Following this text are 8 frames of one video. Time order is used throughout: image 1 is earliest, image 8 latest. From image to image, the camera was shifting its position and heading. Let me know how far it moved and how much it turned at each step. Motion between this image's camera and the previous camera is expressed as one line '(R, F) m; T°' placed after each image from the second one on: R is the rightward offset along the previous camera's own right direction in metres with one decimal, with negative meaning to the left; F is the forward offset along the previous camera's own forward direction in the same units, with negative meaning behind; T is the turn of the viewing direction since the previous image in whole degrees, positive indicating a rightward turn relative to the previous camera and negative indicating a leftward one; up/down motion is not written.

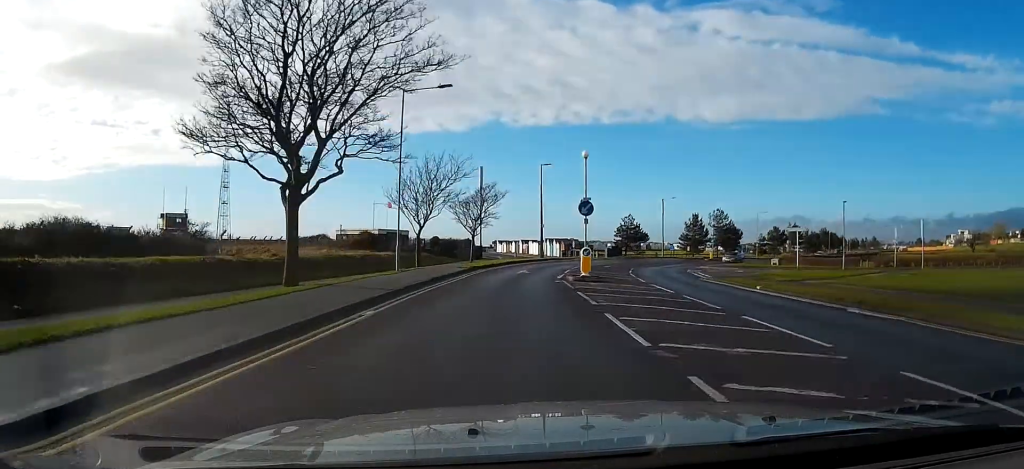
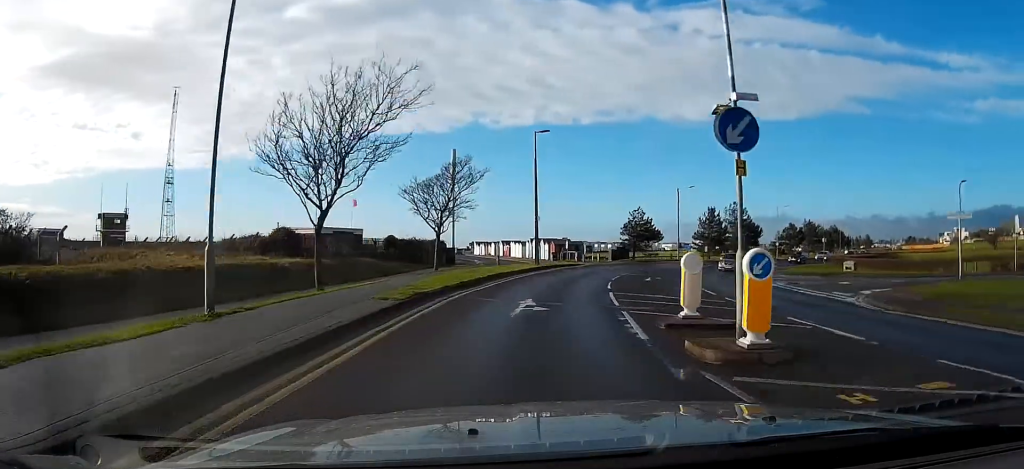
(0.0, +17.0) m; +1°
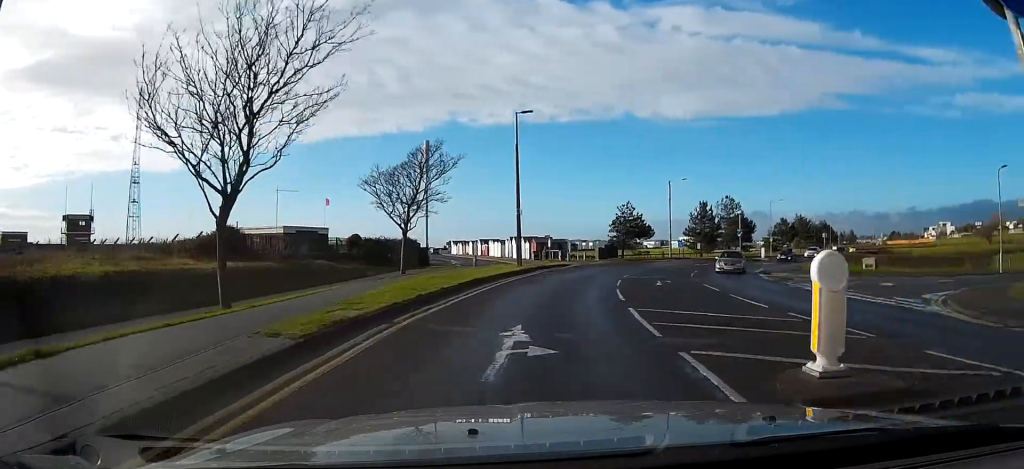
(0.0, +5.3) m; +1°
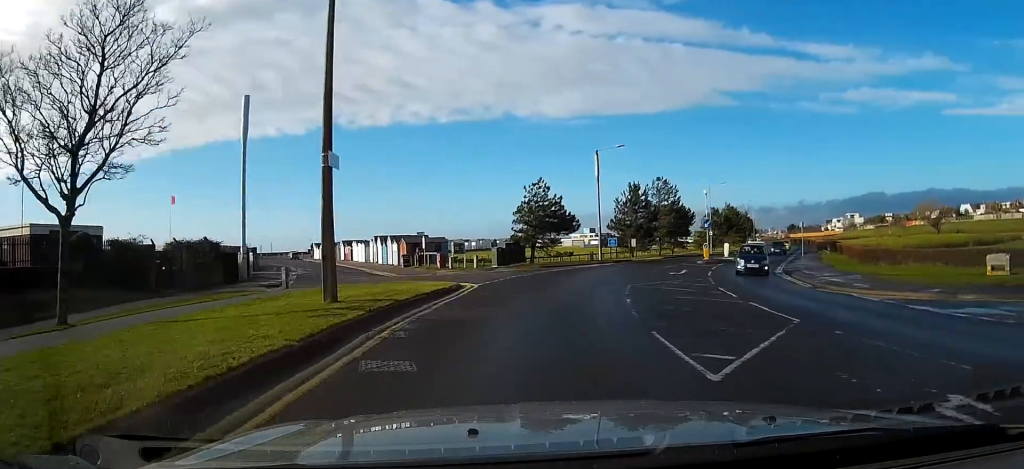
(+1.3, +20.5) m; +11°
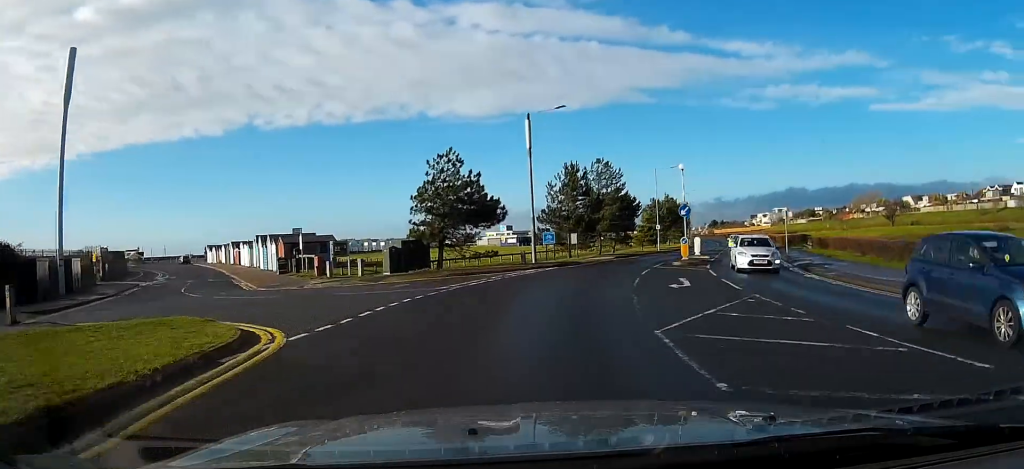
(+1.3, +12.1) m; +10°
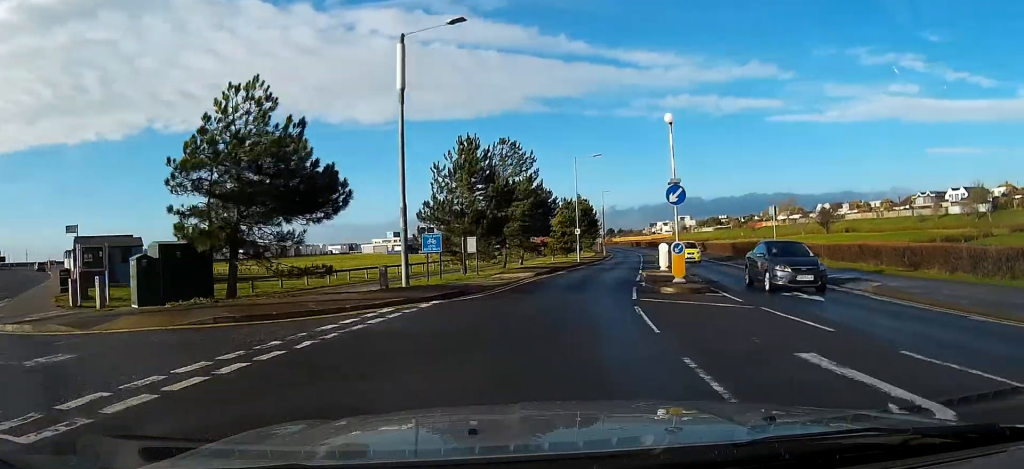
(+1.1, +14.1) m; +8°
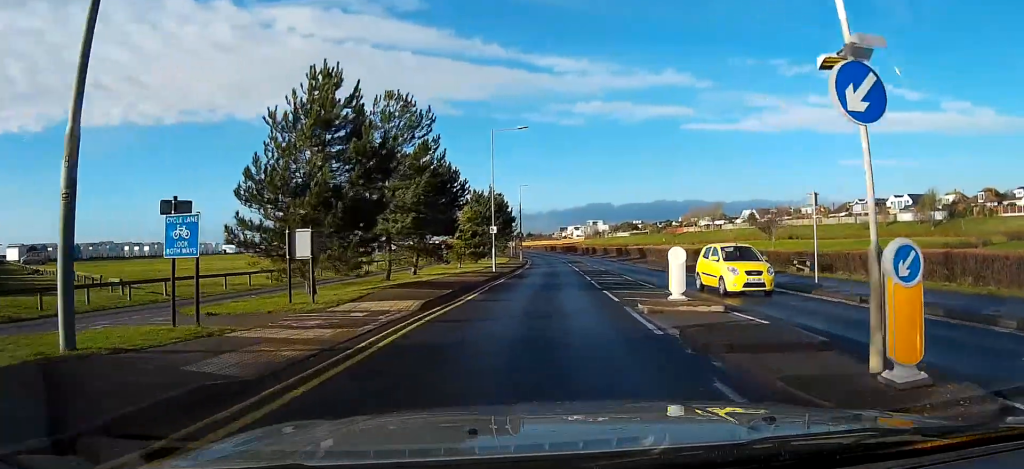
(+0.6, +12.9) m; +7°
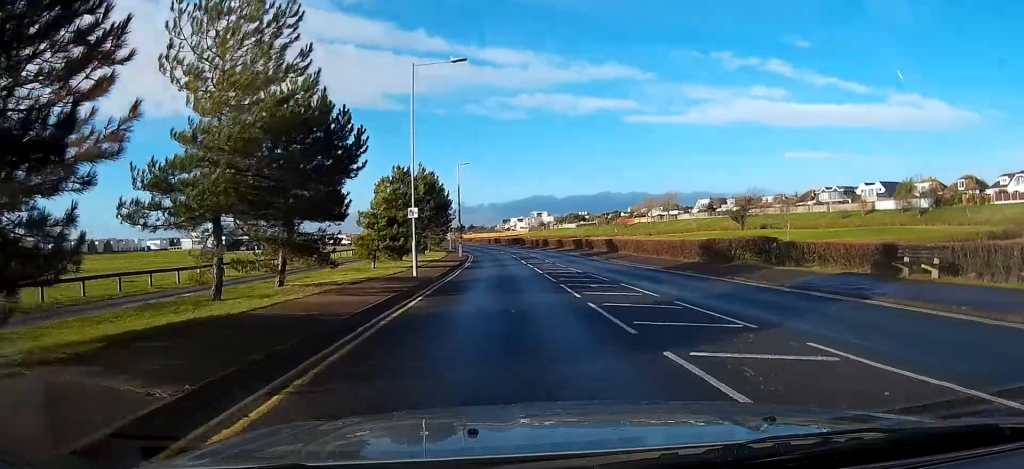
(+0.9, +12.4) m; +4°
